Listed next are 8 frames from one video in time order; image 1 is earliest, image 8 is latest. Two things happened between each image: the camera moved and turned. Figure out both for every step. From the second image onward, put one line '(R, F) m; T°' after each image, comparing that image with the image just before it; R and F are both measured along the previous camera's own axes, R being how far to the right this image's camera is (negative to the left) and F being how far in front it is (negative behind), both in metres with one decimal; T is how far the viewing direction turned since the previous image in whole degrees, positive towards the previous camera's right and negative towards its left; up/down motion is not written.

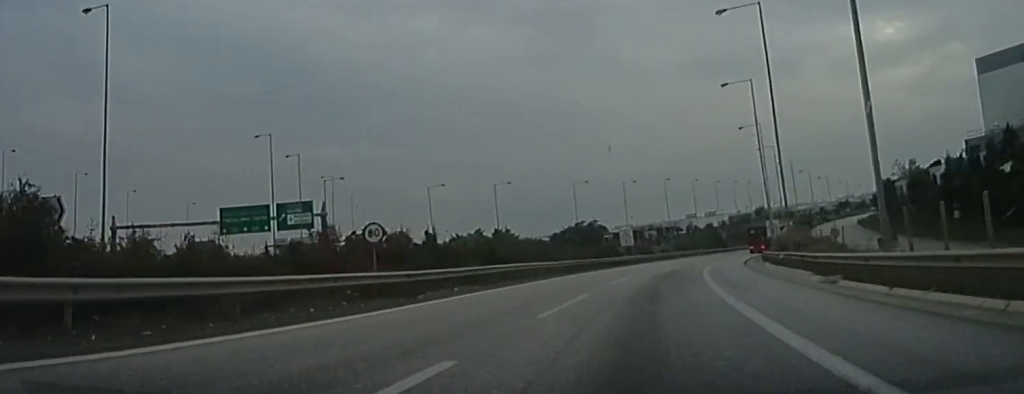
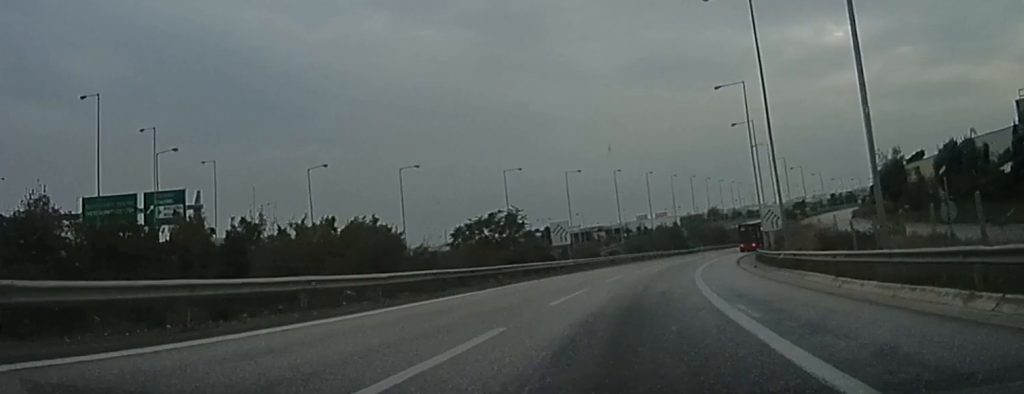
(+1.1, +15.1) m; +3°
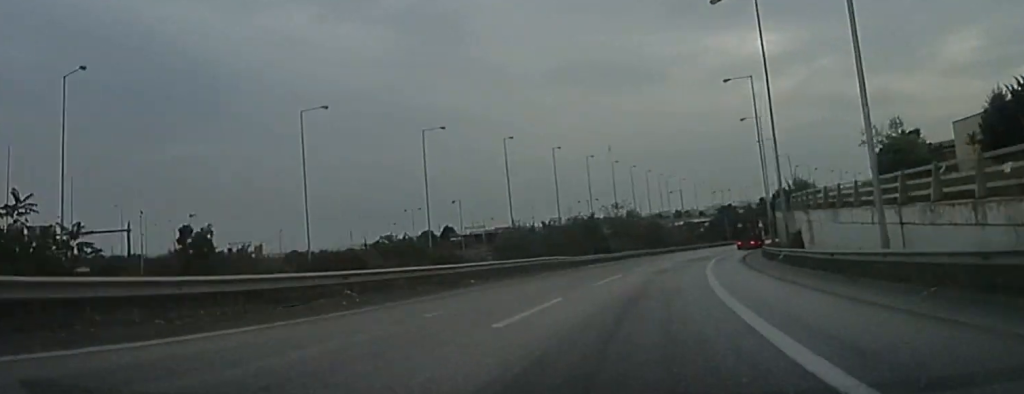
(+2.3, +31.4) m; +6°
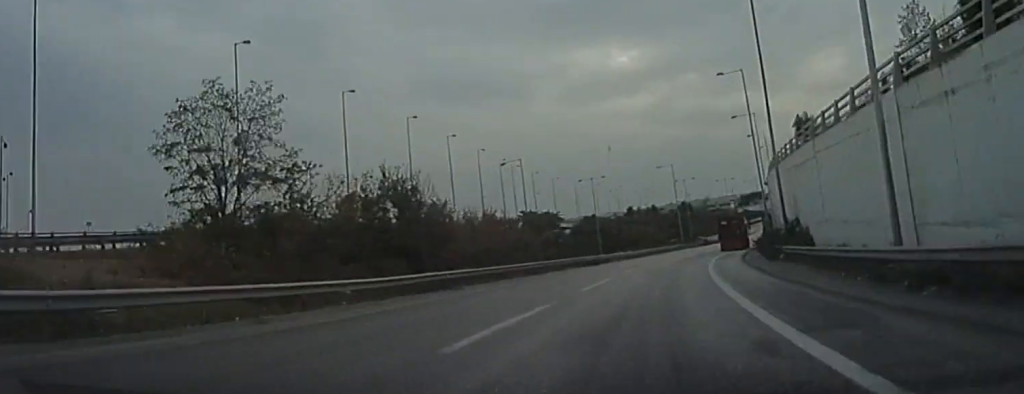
(+2.9, +50.6) m; +8°
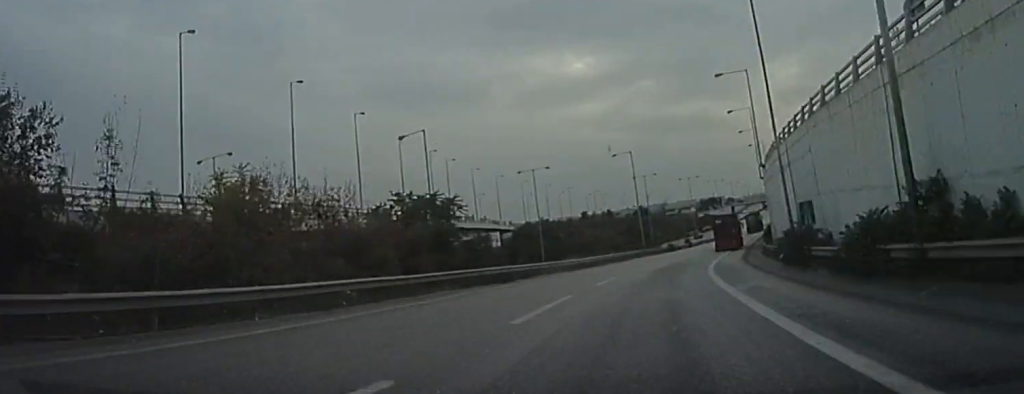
(+0.1, +16.0) m; +4°
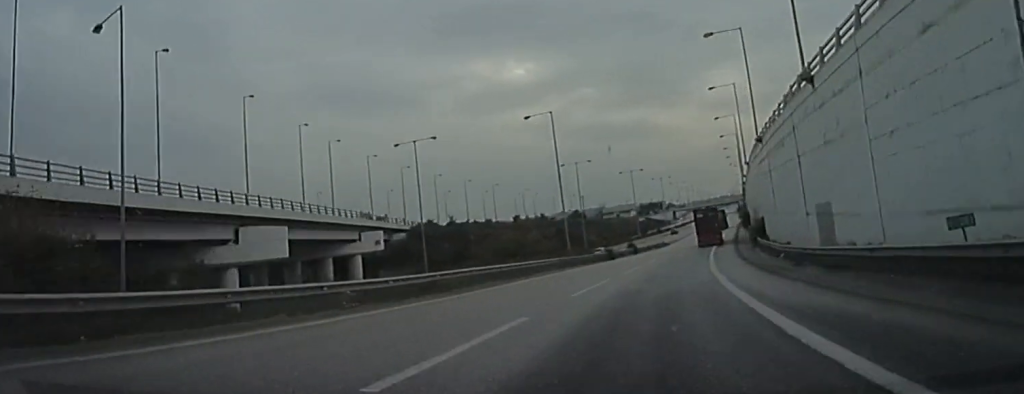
(+1.4, +23.5) m; +5°
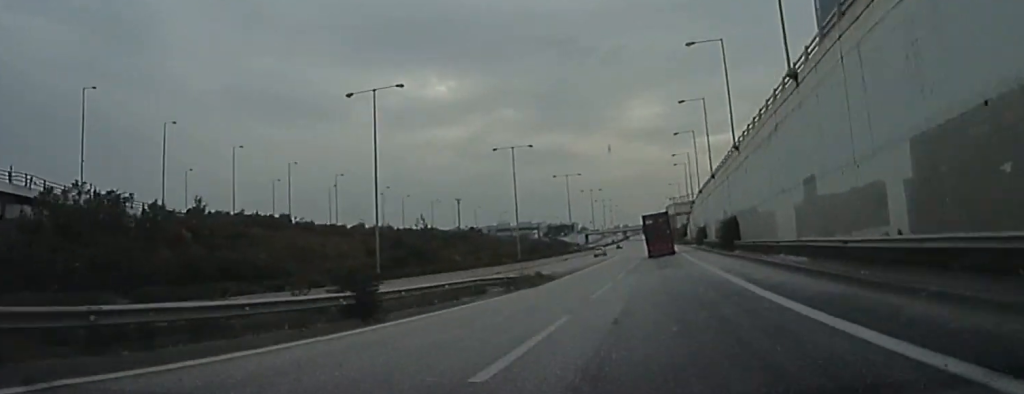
(+5.5, +58.4) m; +8°
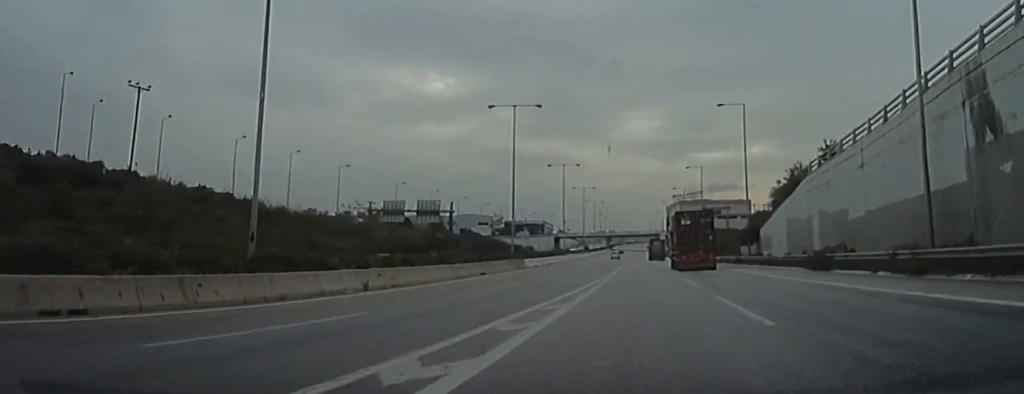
(+6.4, +124.1) m; +4°
